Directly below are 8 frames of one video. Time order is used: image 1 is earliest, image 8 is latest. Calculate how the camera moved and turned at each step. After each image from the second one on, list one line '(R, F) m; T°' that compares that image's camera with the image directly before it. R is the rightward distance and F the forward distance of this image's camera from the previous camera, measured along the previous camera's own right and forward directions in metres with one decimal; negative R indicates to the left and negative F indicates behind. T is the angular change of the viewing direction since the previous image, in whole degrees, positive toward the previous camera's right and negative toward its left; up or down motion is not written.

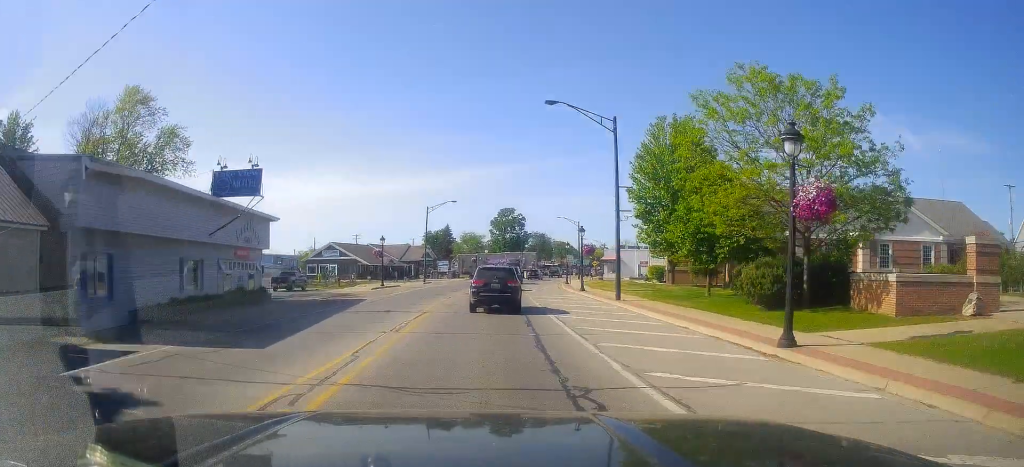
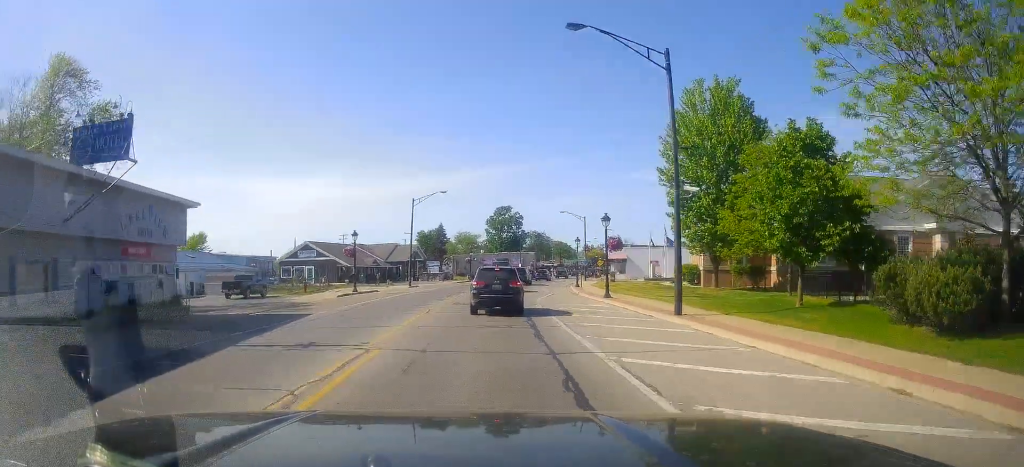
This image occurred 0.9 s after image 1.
(-0.2, +9.8) m; -2°
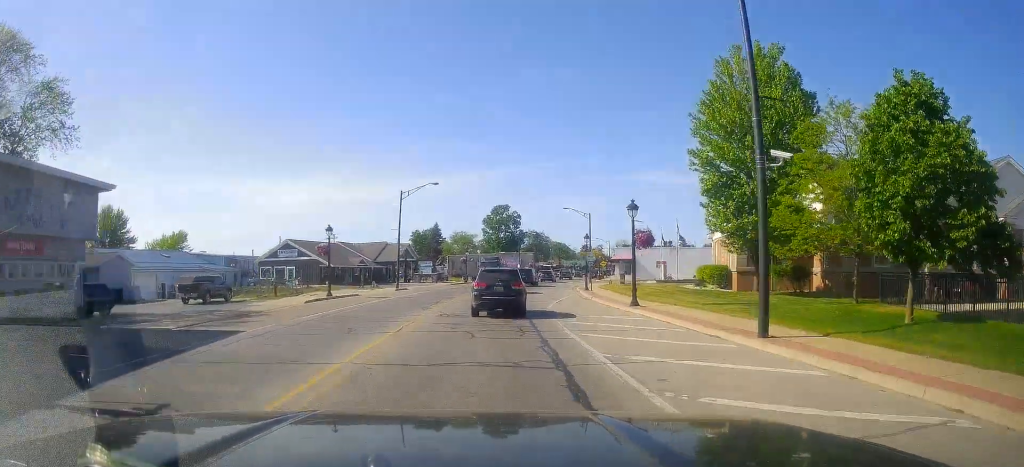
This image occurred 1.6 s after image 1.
(-0.2, +6.6) m; 0°
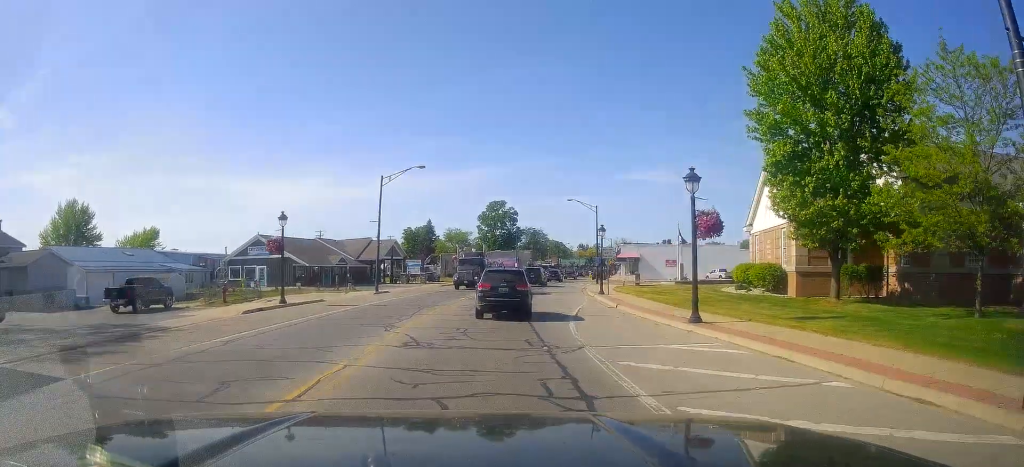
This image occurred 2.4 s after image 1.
(+0.2, +8.0) m; +1°
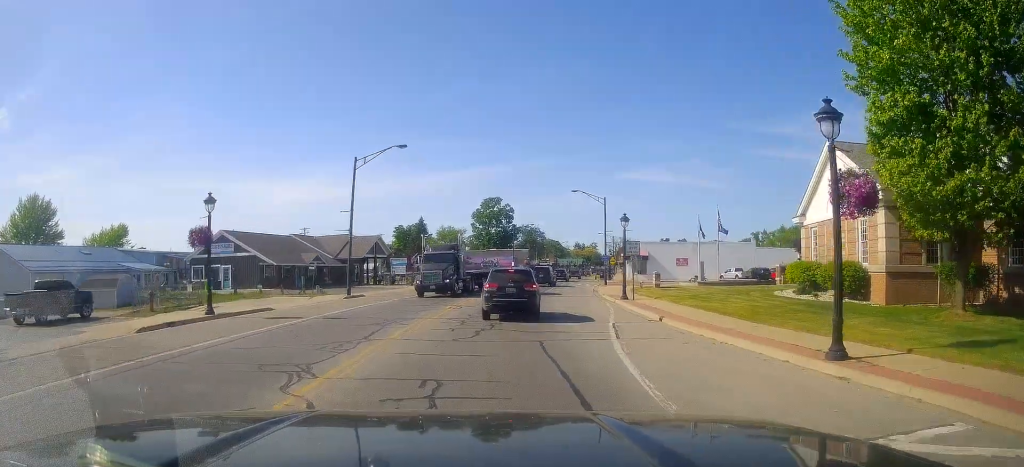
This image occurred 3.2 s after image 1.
(0.0, +7.8) m; +1°
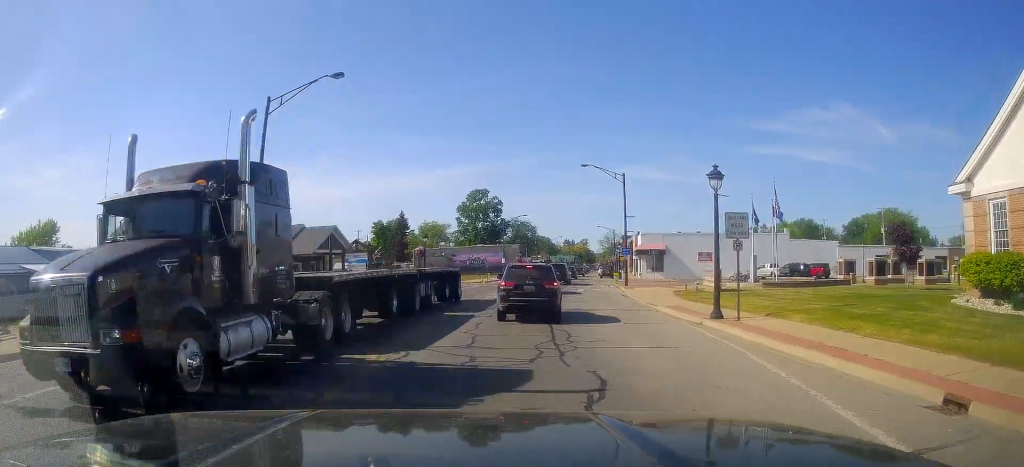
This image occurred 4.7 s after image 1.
(+0.5, +14.1) m; +5°
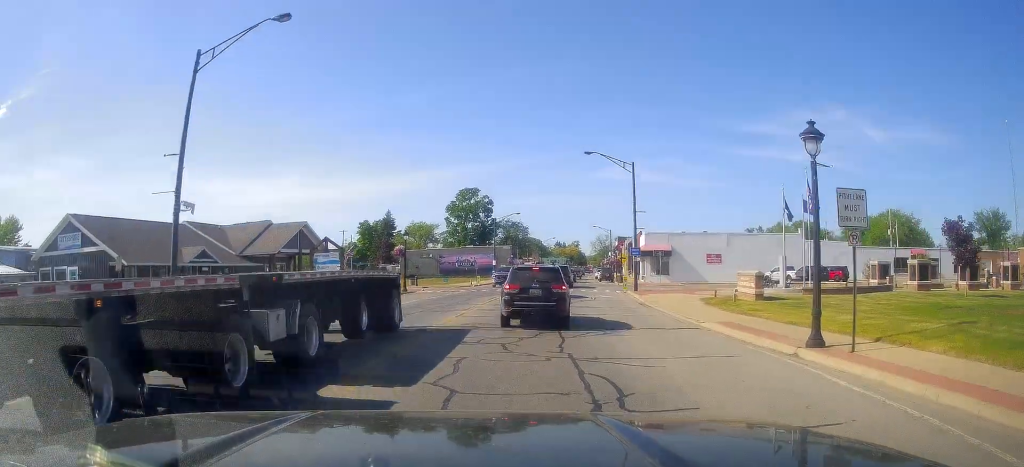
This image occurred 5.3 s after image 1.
(+0.1, +6.0) m; 0°
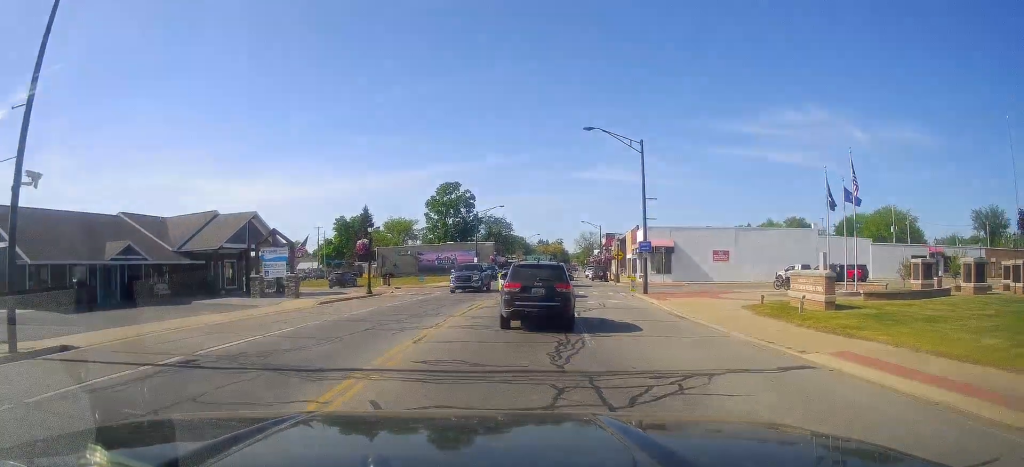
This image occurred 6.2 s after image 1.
(-0.1, +7.1) m; -2°
